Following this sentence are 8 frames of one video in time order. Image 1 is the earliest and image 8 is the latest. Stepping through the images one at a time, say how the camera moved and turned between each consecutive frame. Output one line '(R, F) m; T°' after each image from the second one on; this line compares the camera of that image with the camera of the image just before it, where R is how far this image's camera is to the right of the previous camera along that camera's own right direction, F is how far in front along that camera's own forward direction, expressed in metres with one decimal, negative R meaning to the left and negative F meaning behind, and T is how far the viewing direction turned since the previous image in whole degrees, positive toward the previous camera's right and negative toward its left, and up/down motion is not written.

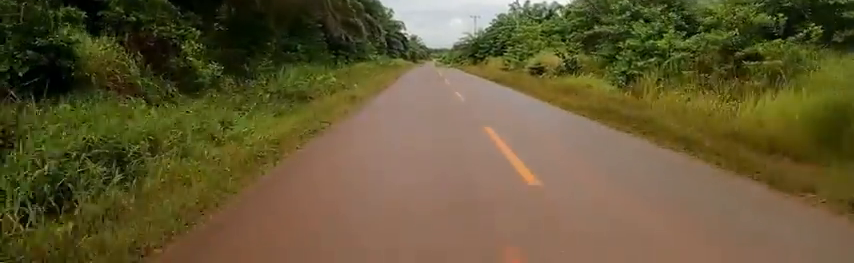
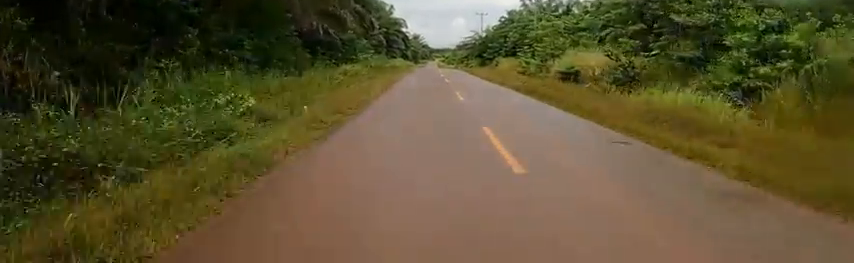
(0.0, +7.8) m; 0°
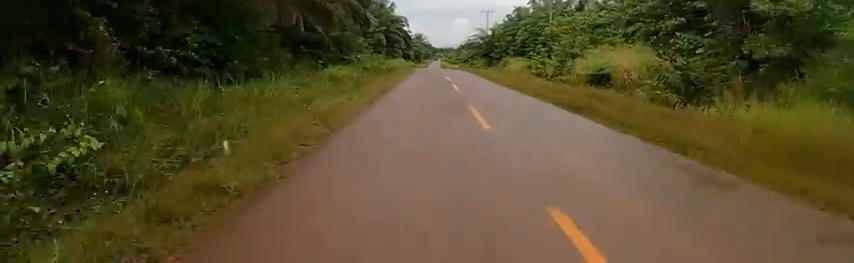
(0.0, +4.5) m; 0°
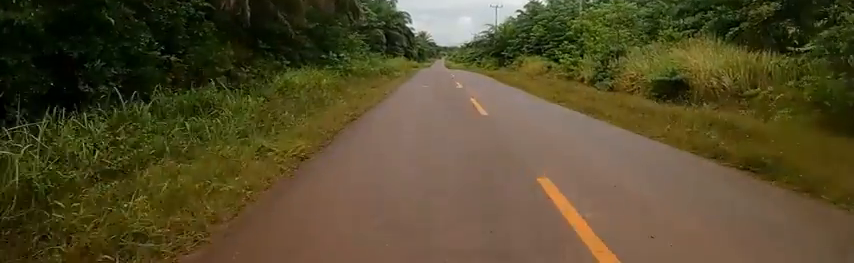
(0.0, +6.9) m; 0°
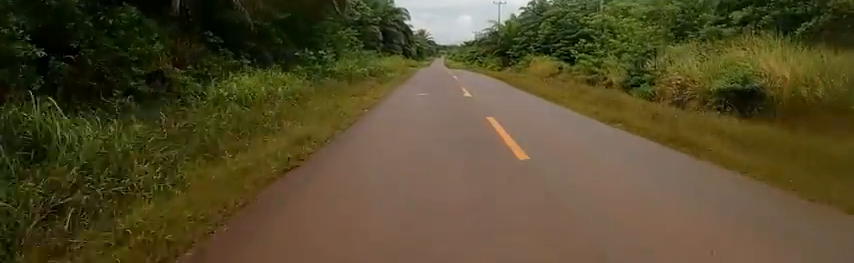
(0.0, +4.4) m; 0°
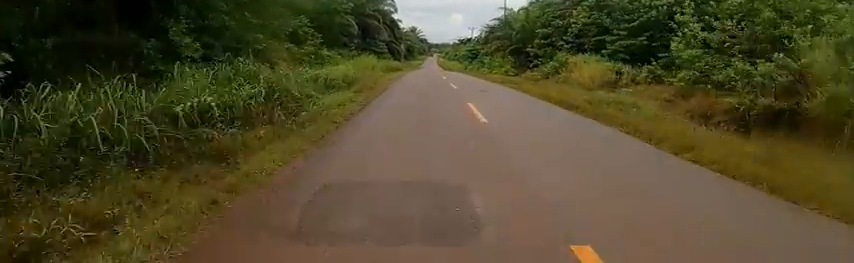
(0.0, +15.2) m; 0°
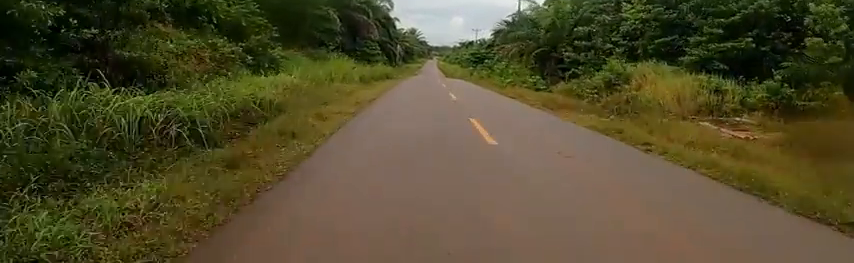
(0.0, +9.5) m; 0°
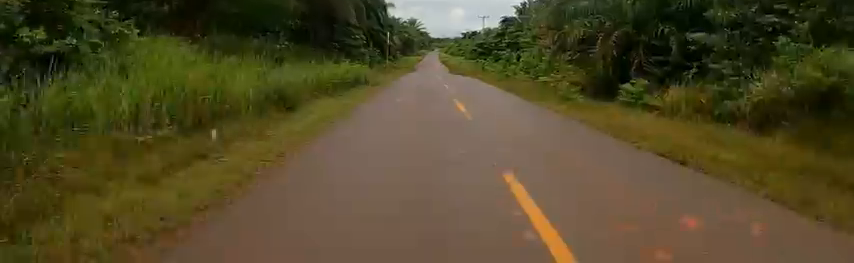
(0.0, +14.4) m; 0°
